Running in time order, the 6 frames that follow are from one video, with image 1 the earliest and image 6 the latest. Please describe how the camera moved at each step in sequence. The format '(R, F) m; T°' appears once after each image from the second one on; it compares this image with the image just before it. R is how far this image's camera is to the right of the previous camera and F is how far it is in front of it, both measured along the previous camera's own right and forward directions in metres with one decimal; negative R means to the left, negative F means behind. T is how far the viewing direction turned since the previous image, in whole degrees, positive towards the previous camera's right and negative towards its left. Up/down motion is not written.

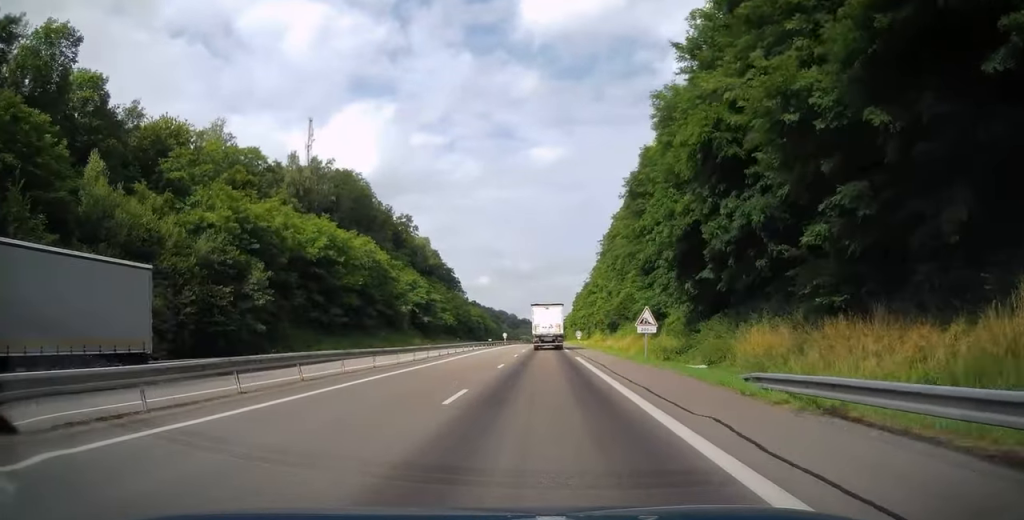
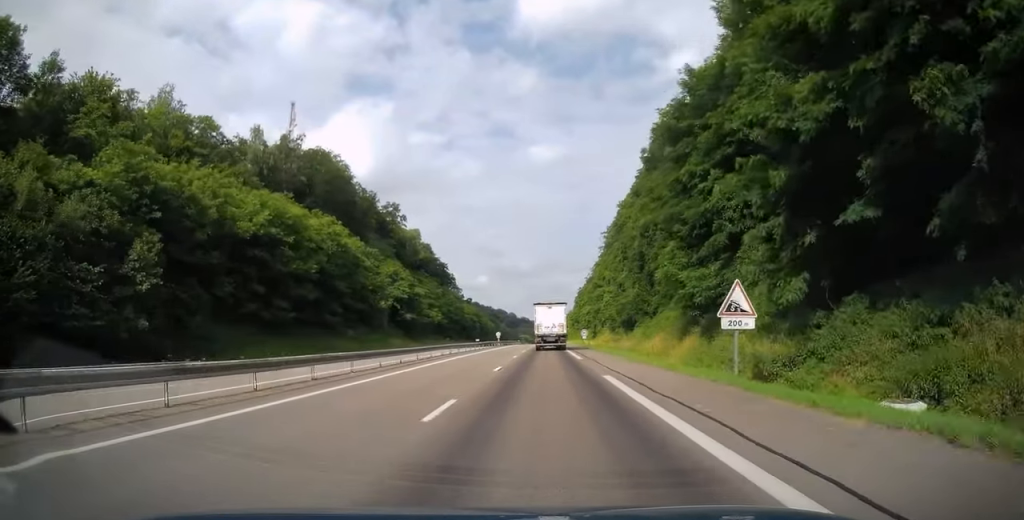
(0.0, +14.9) m; 0°
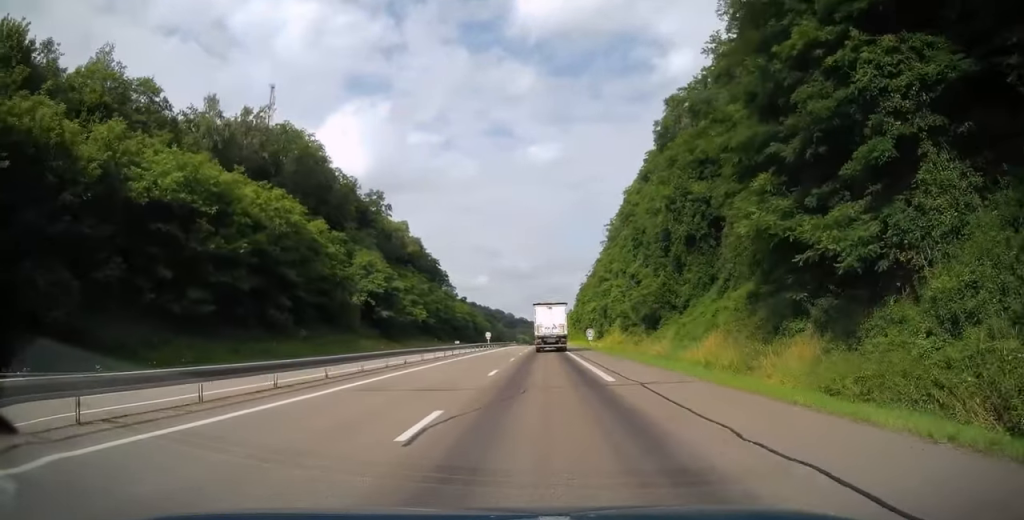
(0.0, +14.3) m; 0°
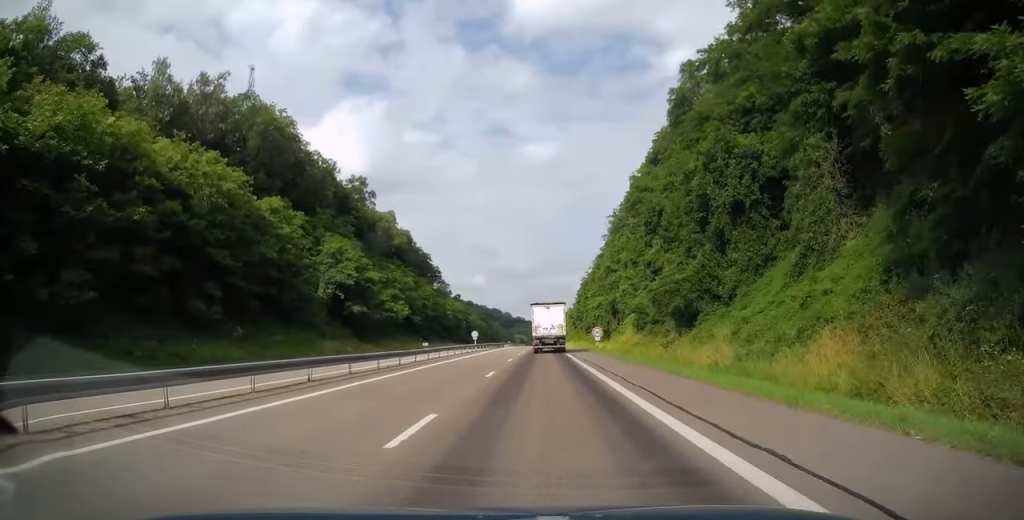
(0.0, +13.0) m; 0°
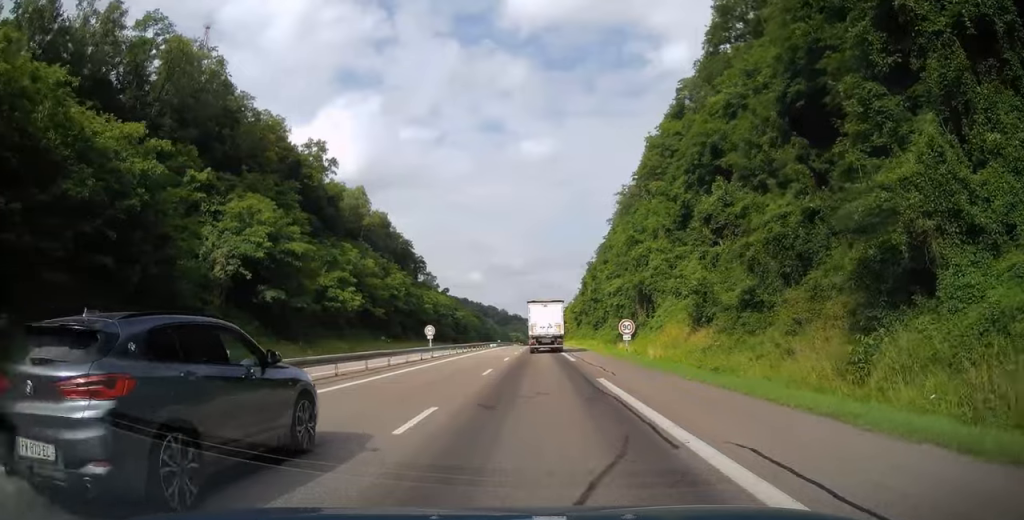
(0.0, +24.6) m; 0°
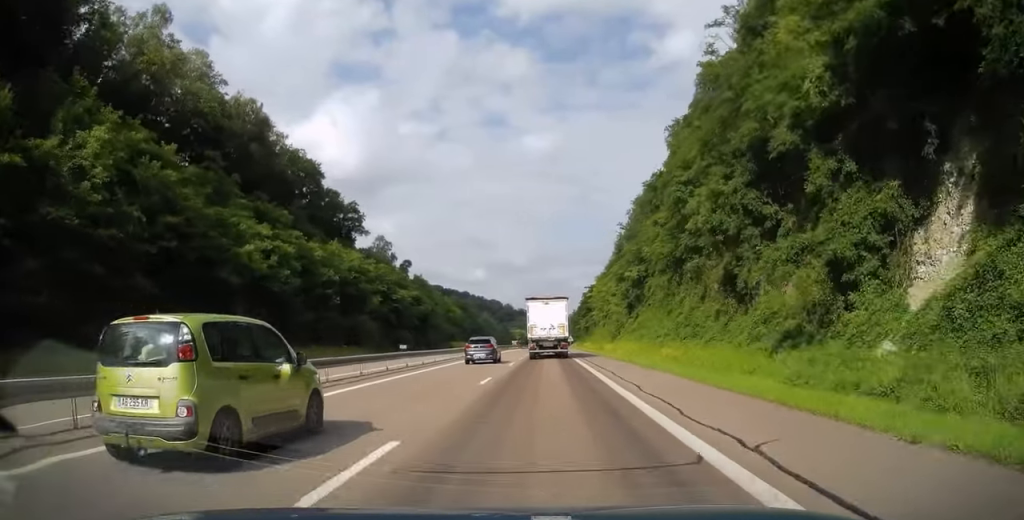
(0.0, +81.6) m; 0°
